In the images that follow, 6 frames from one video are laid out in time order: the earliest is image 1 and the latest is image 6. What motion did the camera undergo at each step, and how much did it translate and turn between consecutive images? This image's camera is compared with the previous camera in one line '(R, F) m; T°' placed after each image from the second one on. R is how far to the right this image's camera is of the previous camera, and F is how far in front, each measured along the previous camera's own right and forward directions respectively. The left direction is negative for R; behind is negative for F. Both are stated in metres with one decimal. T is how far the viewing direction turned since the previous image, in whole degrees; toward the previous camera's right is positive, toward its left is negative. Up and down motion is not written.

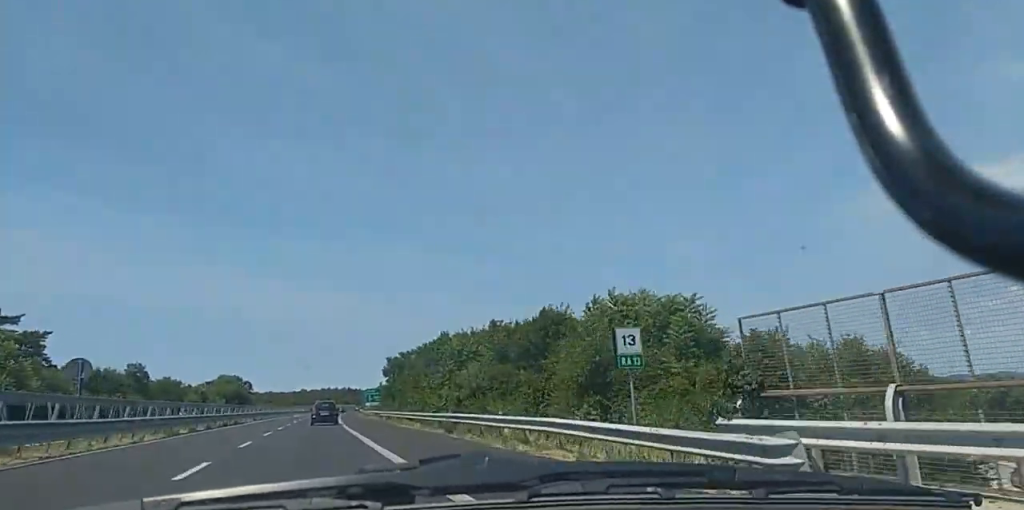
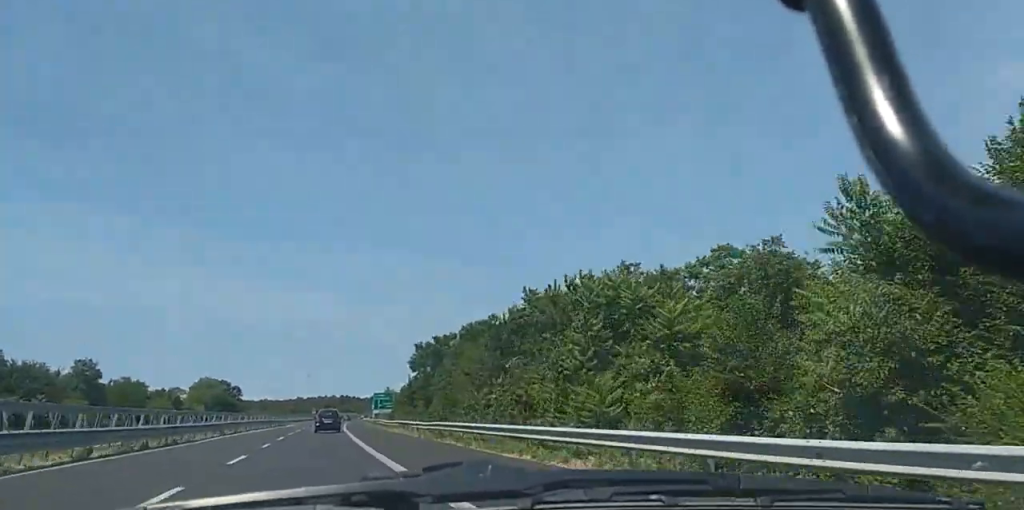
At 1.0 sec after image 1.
(+0.2, +28.2) m; 0°
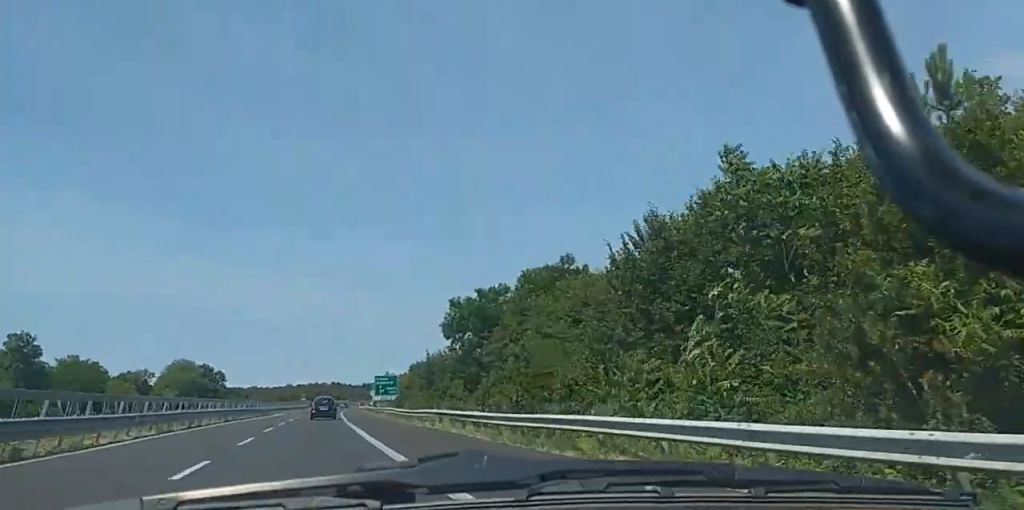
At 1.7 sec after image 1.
(0.0, +20.1) m; 0°
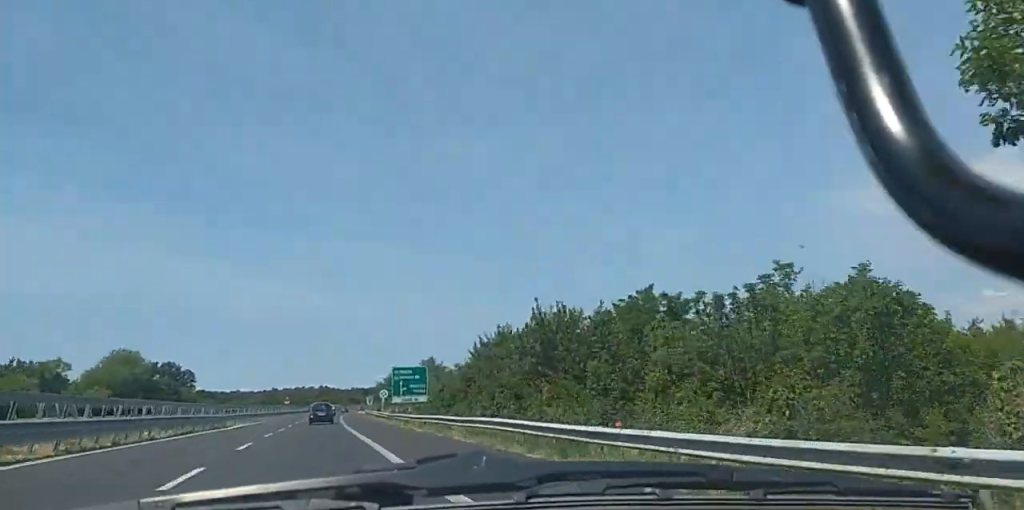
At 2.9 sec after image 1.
(0.0, +36.1) m; +1°
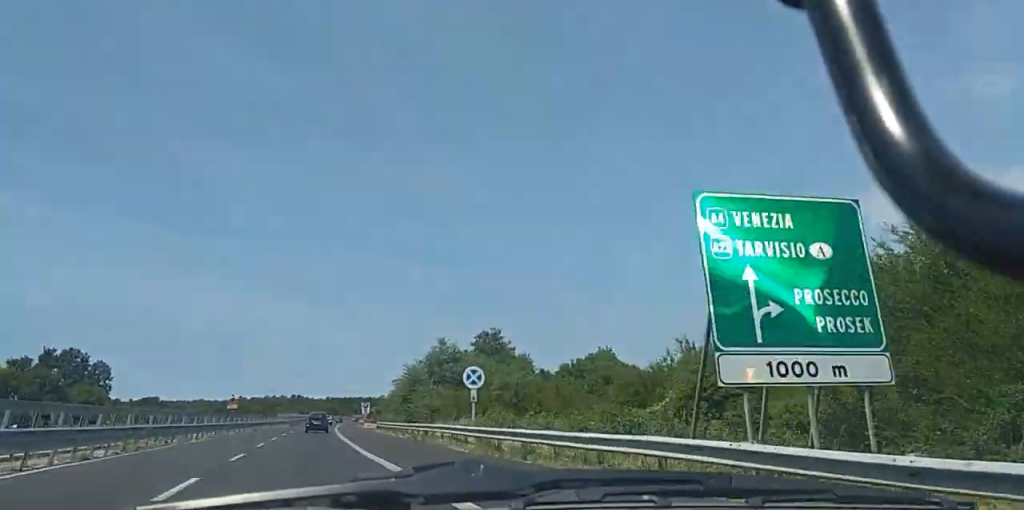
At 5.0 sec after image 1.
(+1.2, +59.6) m; +2°
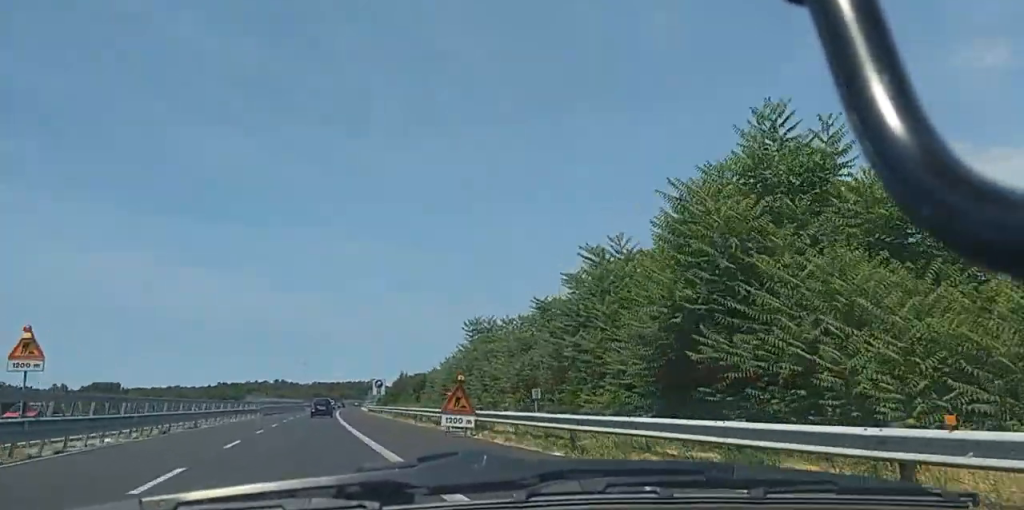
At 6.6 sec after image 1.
(0.0, +48.5) m; 0°
